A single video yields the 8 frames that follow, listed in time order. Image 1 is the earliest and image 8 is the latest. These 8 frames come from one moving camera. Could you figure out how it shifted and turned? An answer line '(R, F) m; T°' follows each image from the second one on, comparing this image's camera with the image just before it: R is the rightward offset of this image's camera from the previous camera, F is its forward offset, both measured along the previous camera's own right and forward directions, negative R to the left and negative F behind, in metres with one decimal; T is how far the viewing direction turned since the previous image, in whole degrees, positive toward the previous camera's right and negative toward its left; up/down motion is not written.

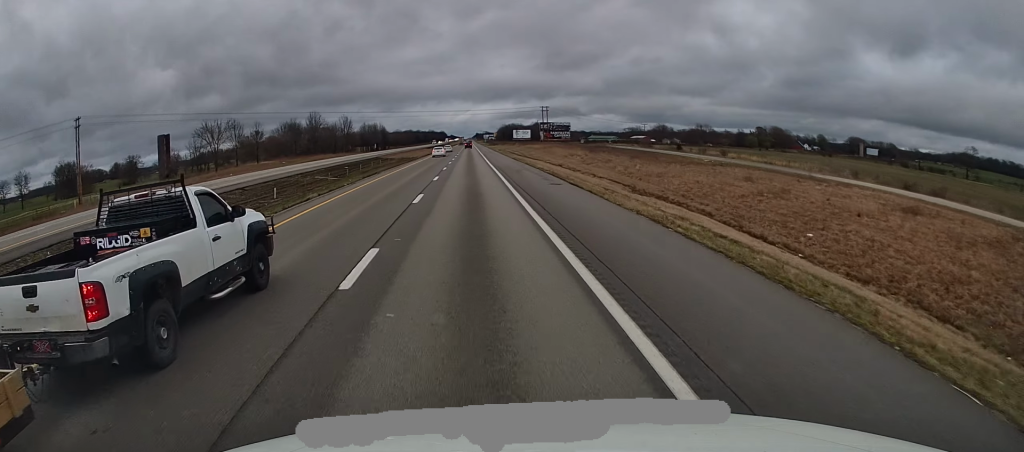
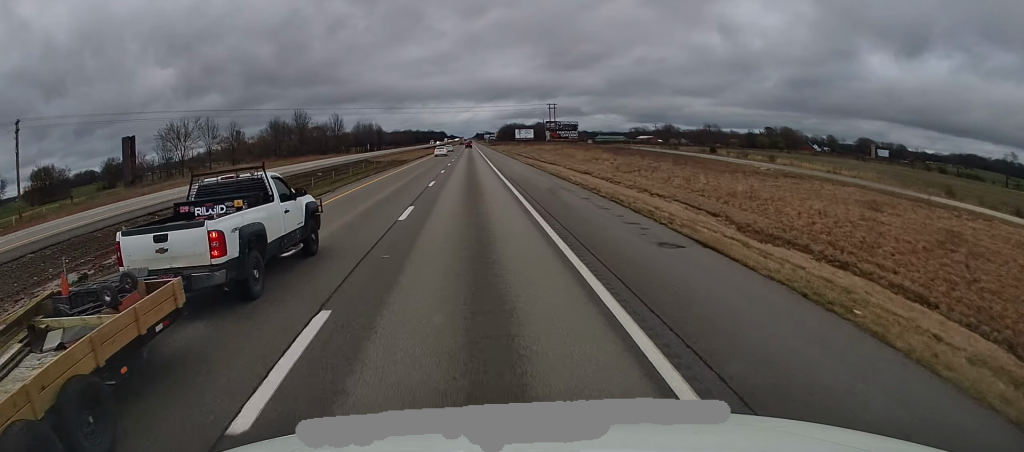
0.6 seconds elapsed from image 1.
(+0.6, +16.4) m; -1°
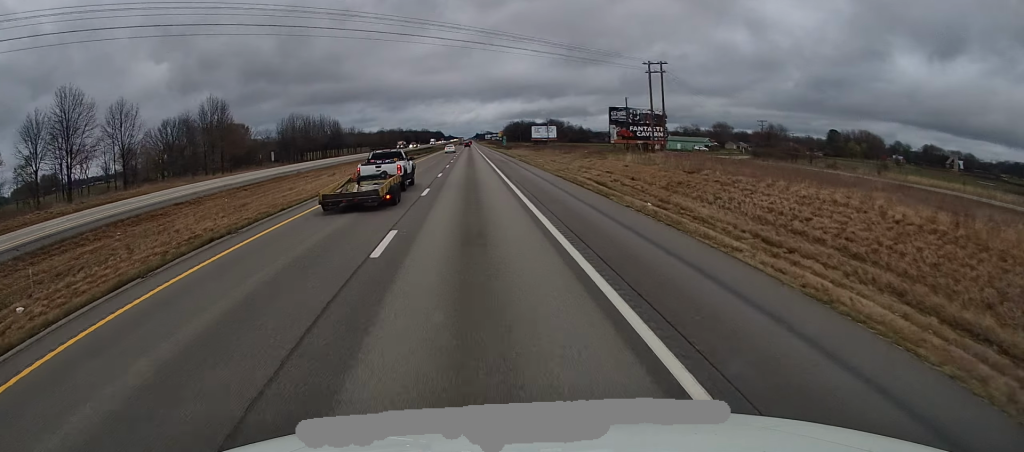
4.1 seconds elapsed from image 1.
(-0.6, +102.3) m; -1°
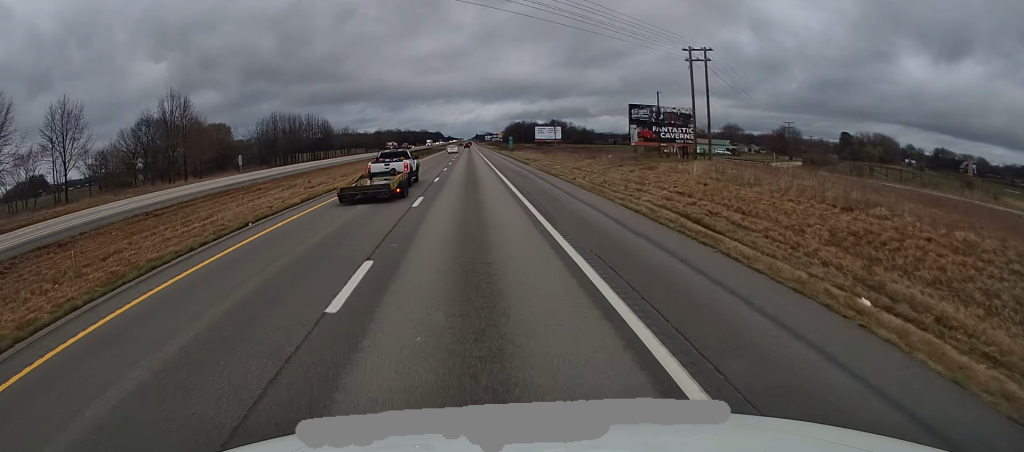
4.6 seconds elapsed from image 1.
(-0.1, +15.6) m; 0°
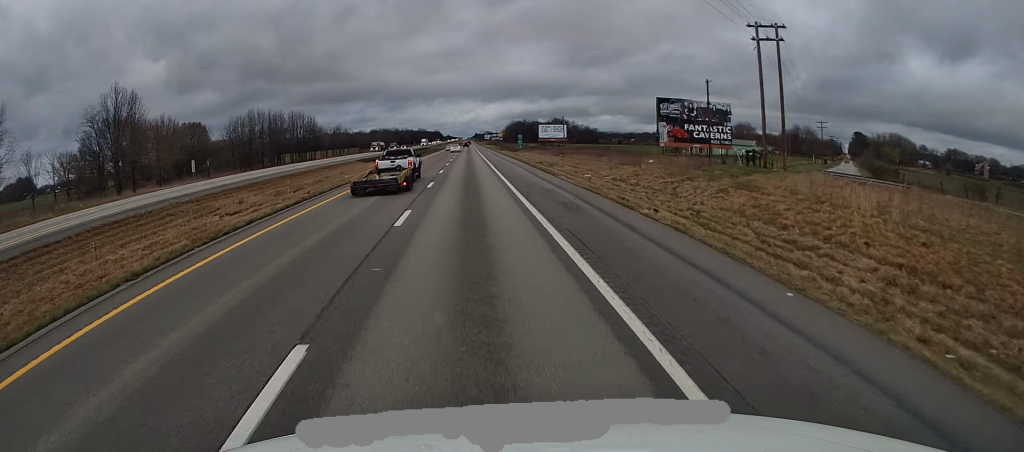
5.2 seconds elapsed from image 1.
(+0.2, +16.6) m; +1°
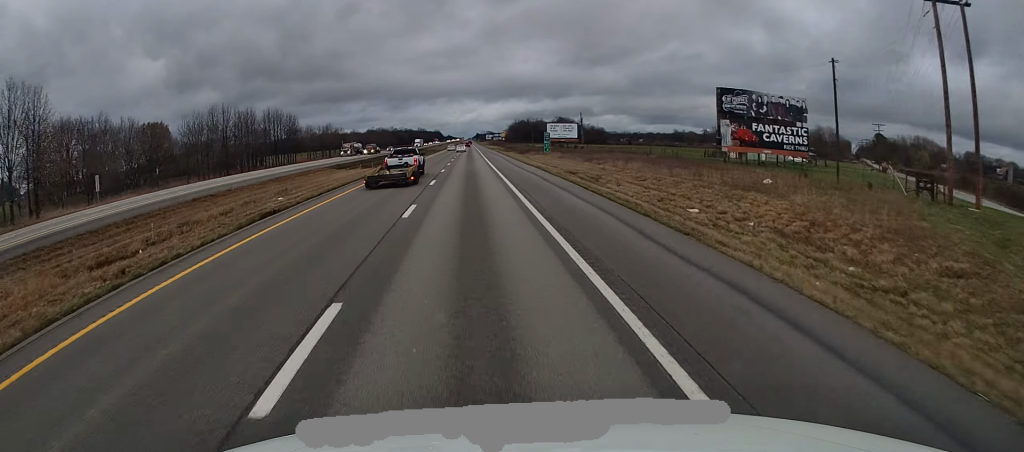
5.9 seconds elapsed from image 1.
(+0.2, +22.5) m; 0°
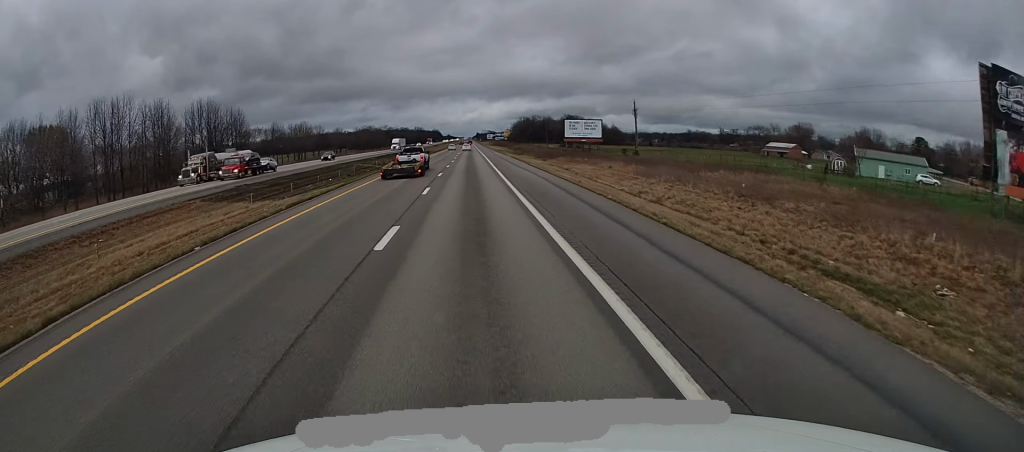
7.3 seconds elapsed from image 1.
(0.0, +41.2) m; 0°
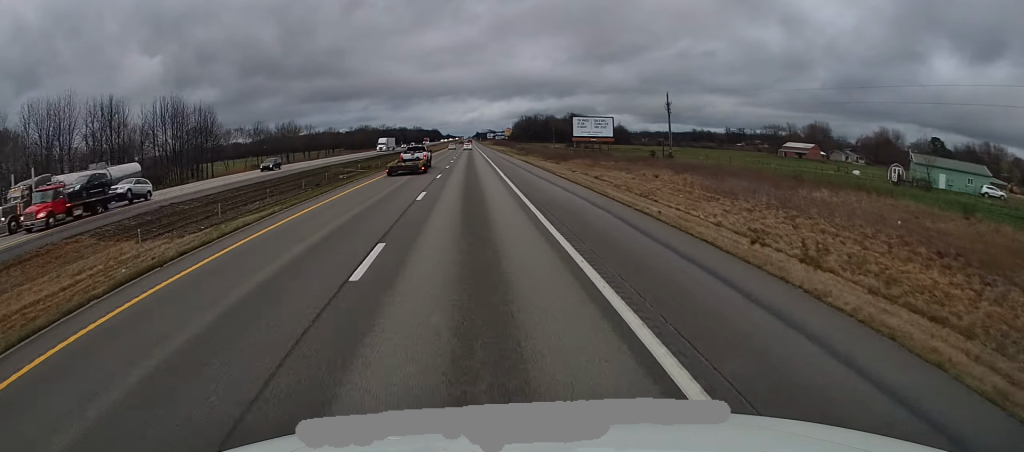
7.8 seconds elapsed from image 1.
(0.0, +14.7) m; 0°
